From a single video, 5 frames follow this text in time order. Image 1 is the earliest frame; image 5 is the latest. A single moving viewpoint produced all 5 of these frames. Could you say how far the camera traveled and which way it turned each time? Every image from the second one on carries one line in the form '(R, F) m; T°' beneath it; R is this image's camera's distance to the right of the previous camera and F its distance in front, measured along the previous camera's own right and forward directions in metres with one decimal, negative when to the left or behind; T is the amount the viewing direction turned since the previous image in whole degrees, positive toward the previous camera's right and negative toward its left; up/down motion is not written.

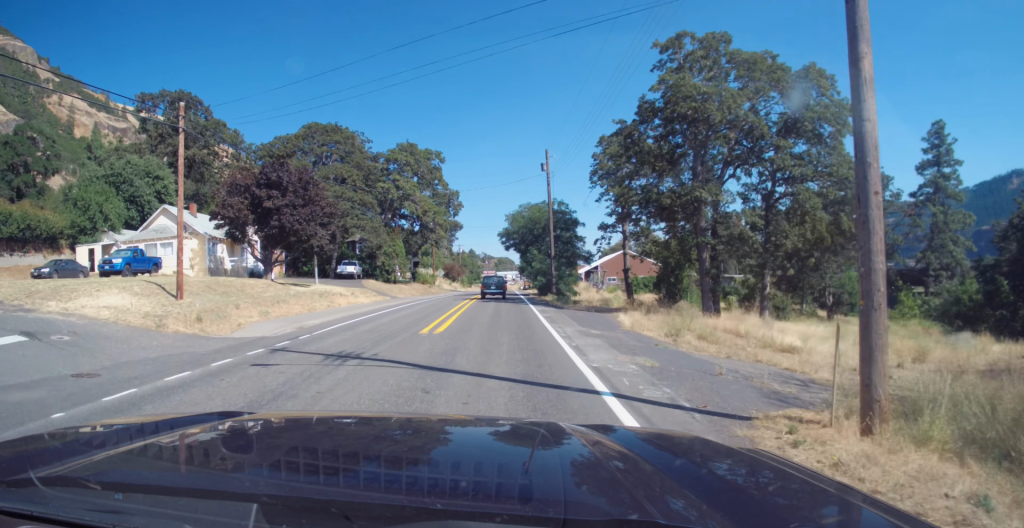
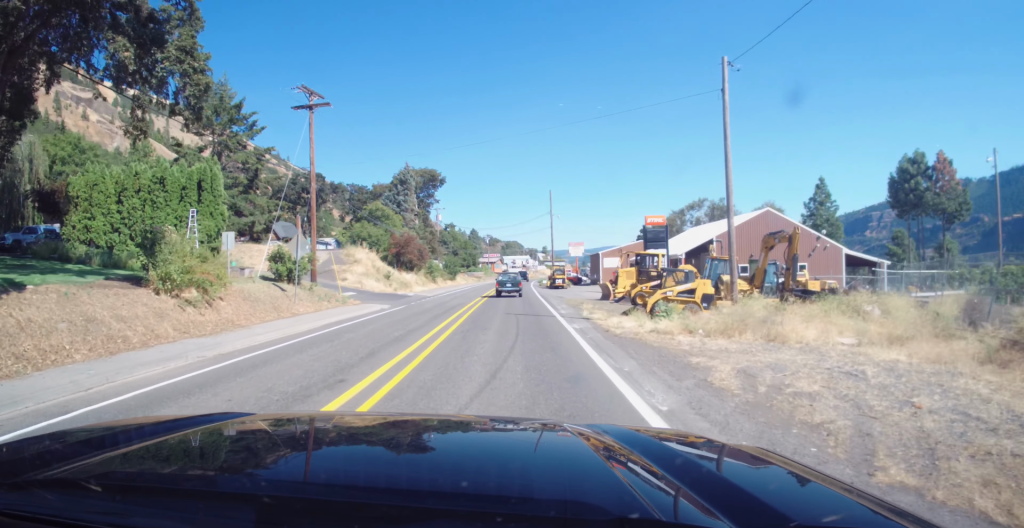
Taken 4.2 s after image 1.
(-0.5, +66.4) m; -1°
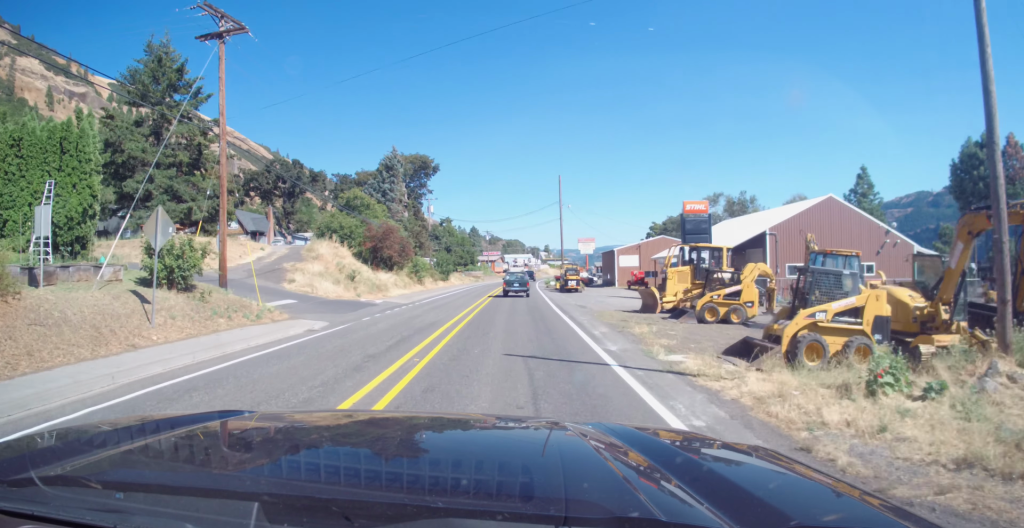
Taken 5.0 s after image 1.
(+0.5, +12.1) m; 0°
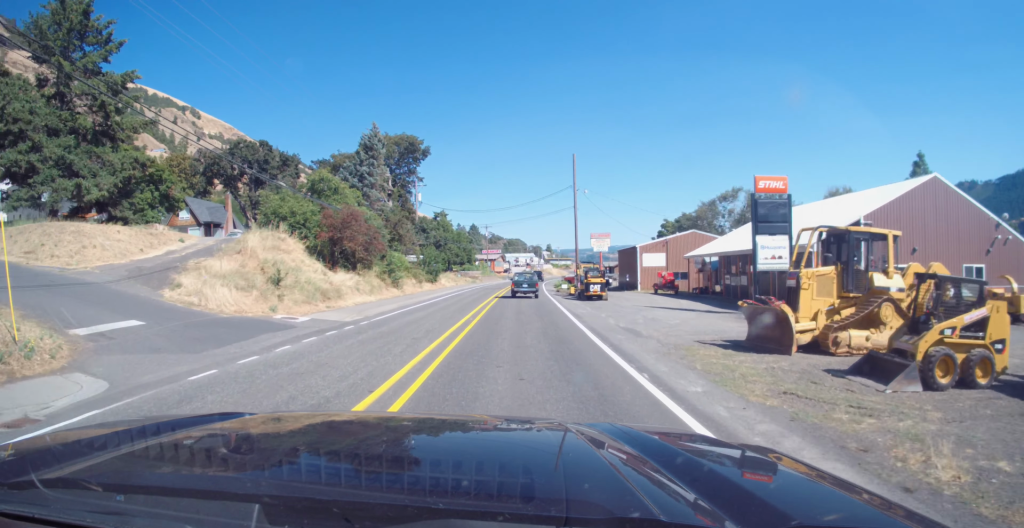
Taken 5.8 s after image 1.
(-0.1, +13.2) m; 0°
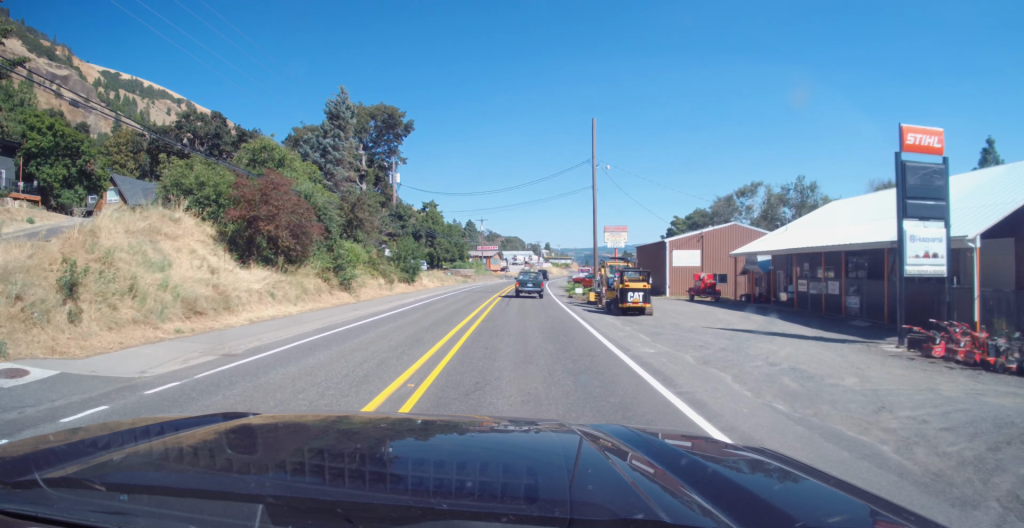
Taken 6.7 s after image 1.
(-0.2, +13.0) m; 0°
